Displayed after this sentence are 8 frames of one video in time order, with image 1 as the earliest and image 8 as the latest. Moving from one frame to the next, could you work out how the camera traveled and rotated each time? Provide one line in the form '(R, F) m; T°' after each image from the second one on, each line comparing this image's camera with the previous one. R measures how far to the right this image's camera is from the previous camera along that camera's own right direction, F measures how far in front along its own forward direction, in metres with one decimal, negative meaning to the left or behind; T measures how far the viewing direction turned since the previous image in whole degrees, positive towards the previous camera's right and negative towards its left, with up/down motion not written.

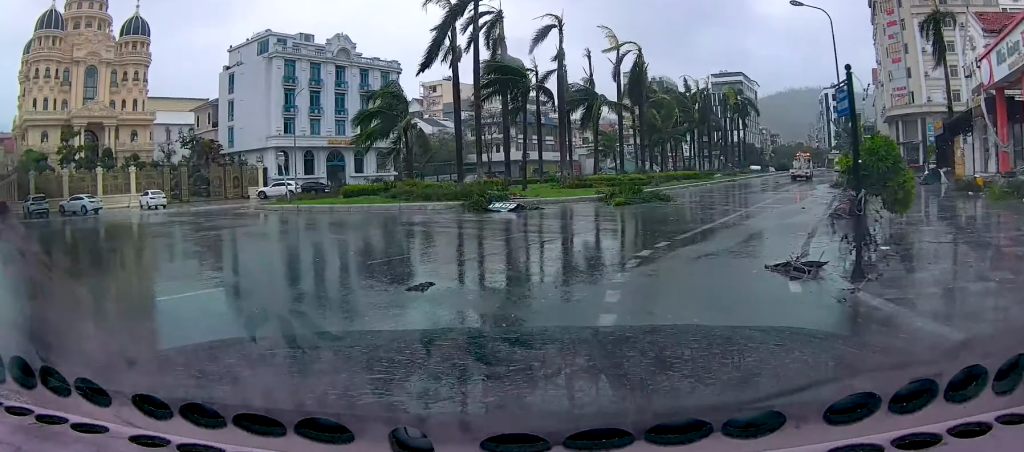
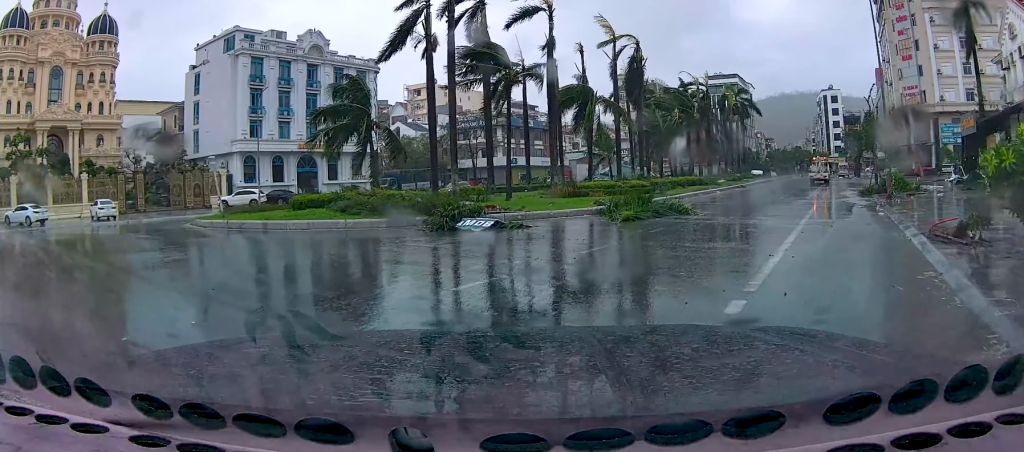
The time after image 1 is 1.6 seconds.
(+0.2, +5.4) m; +5°
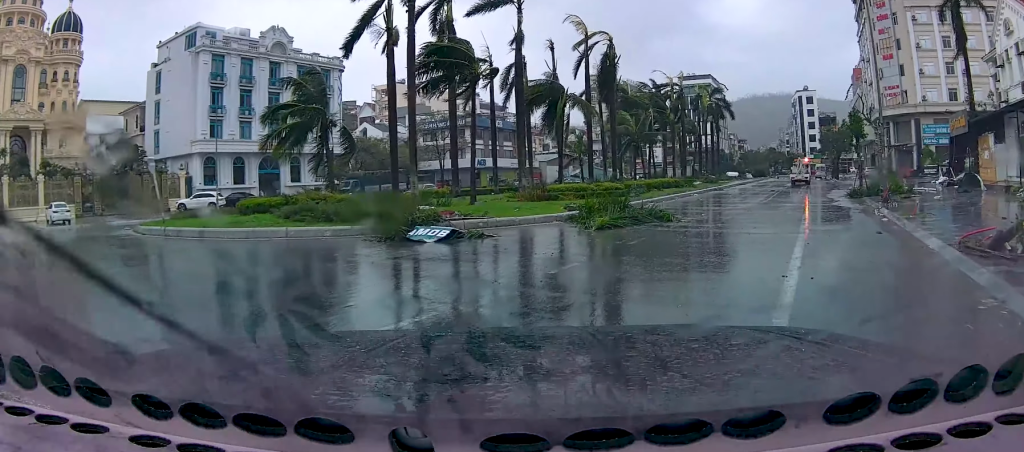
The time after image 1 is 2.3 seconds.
(-0.1, +2.3) m; 0°
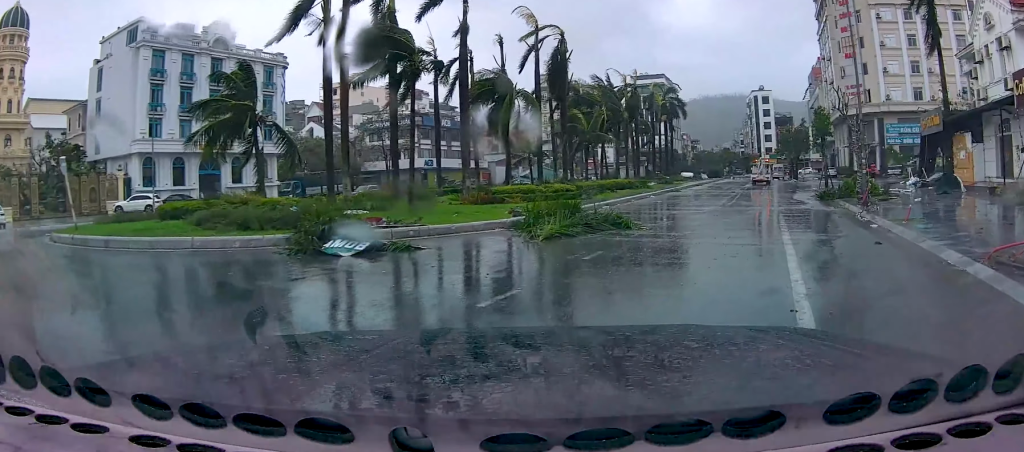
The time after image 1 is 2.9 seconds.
(0.0, +2.4) m; +5°
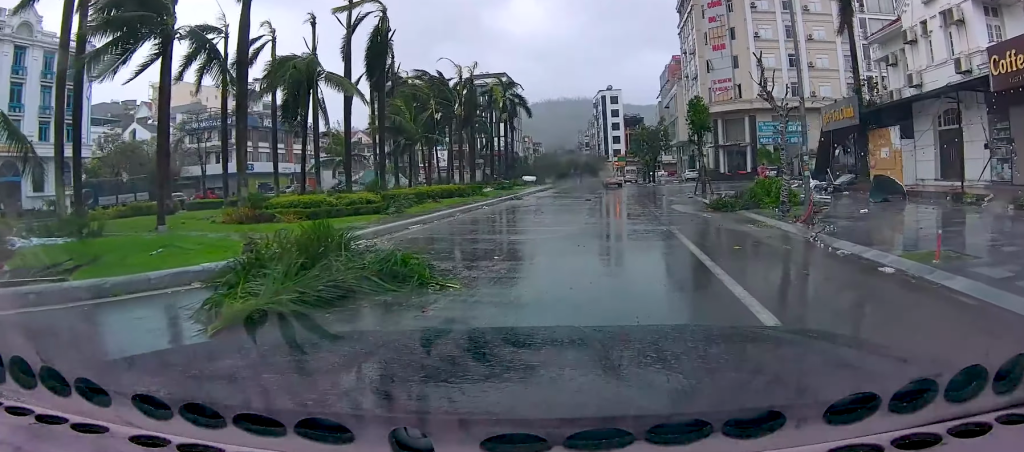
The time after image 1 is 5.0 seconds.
(+0.9, +8.2) m; +10°
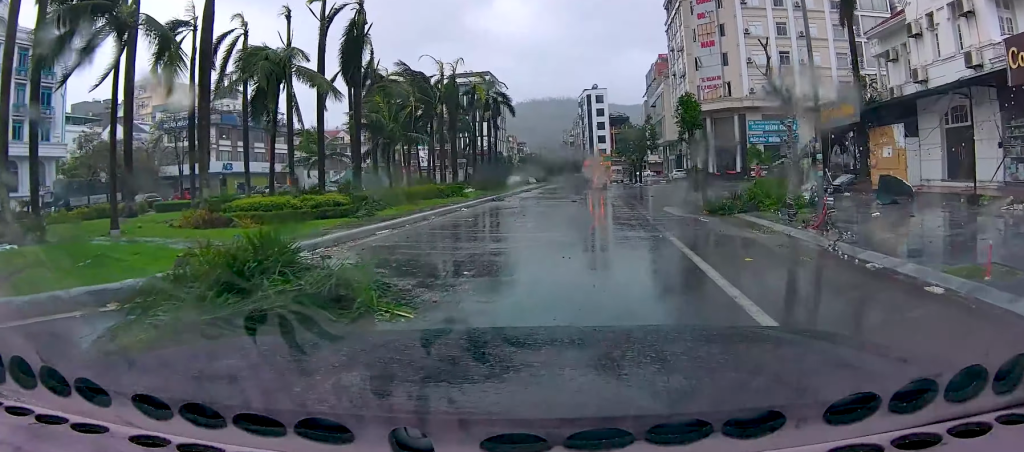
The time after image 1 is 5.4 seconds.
(-0.2, +1.7) m; +2°
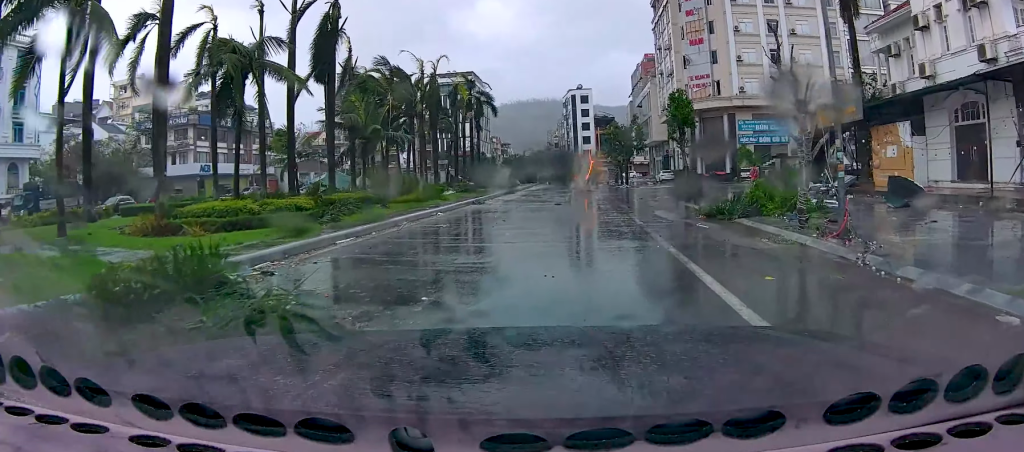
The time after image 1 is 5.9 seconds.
(+0.2, +1.8) m; +5°
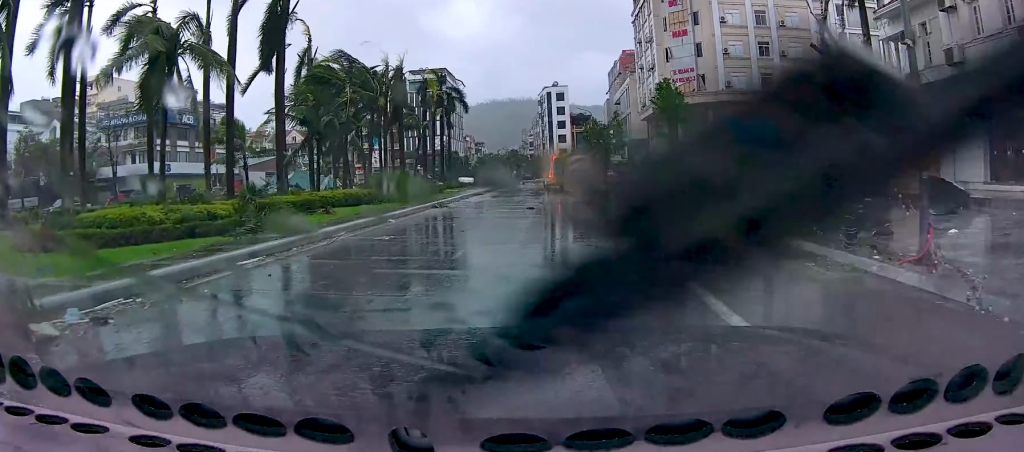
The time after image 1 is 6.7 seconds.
(+0.3, +3.4) m; +6°
